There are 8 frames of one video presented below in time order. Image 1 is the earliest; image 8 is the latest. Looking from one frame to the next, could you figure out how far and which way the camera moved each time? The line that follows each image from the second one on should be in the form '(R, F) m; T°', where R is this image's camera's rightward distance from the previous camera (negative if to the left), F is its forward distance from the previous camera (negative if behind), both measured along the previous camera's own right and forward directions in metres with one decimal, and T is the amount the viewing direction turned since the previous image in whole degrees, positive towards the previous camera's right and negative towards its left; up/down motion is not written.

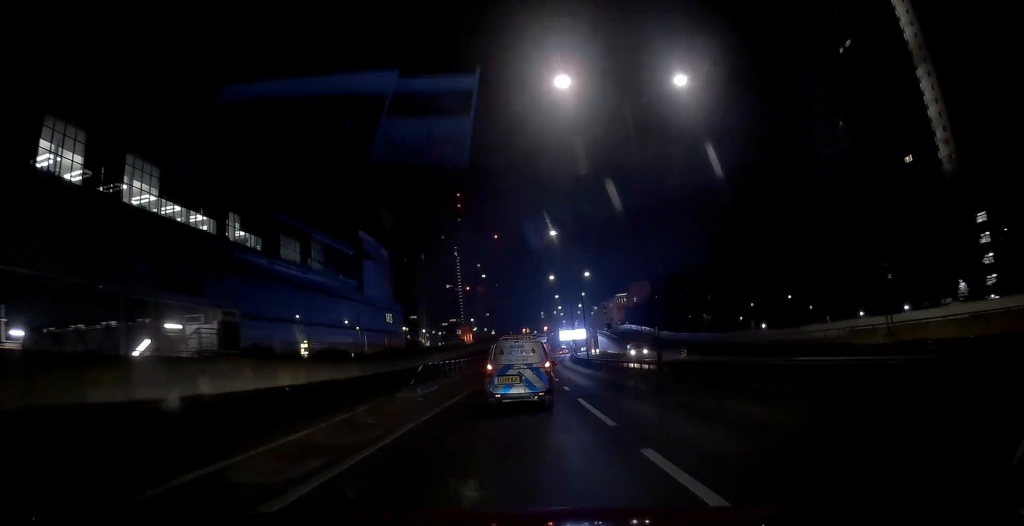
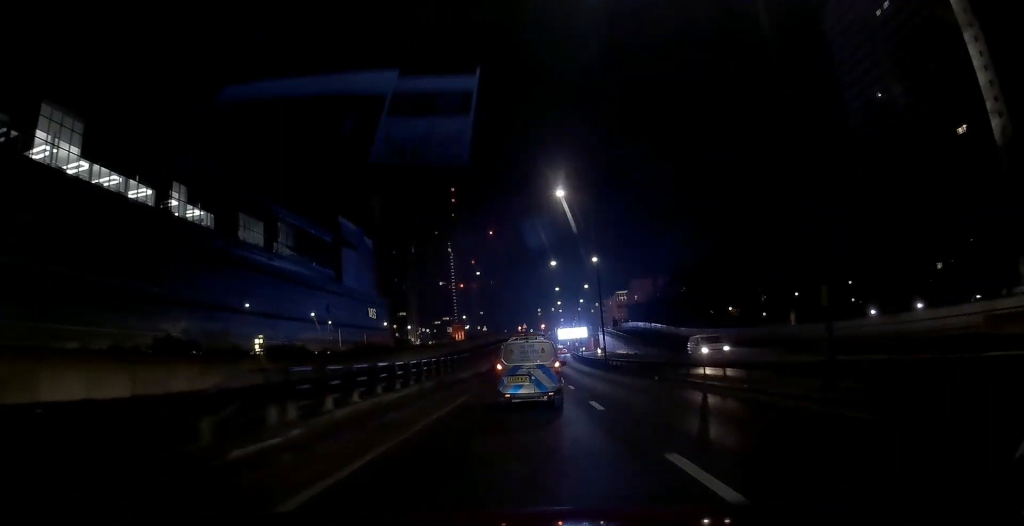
(0.0, +17.6) m; 0°
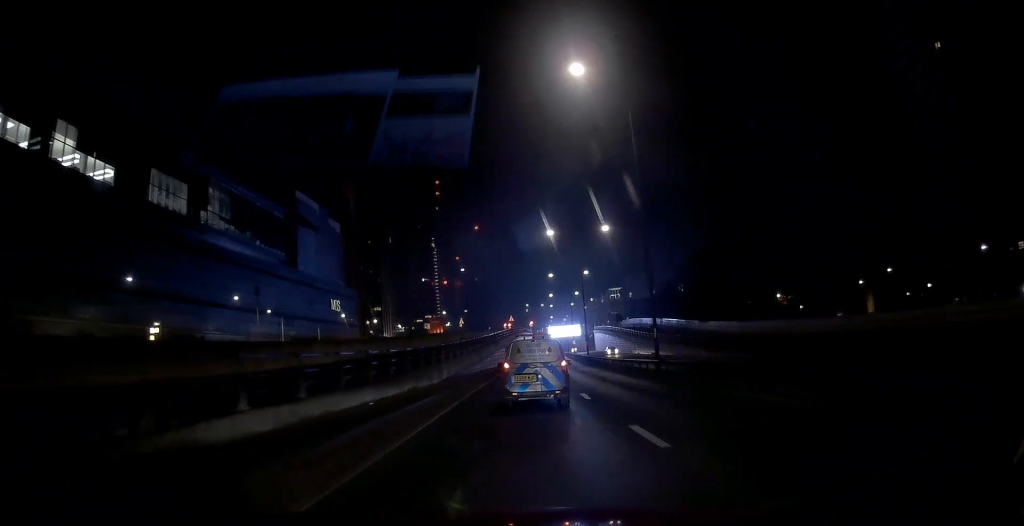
(+0.1, +24.2) m; +1°
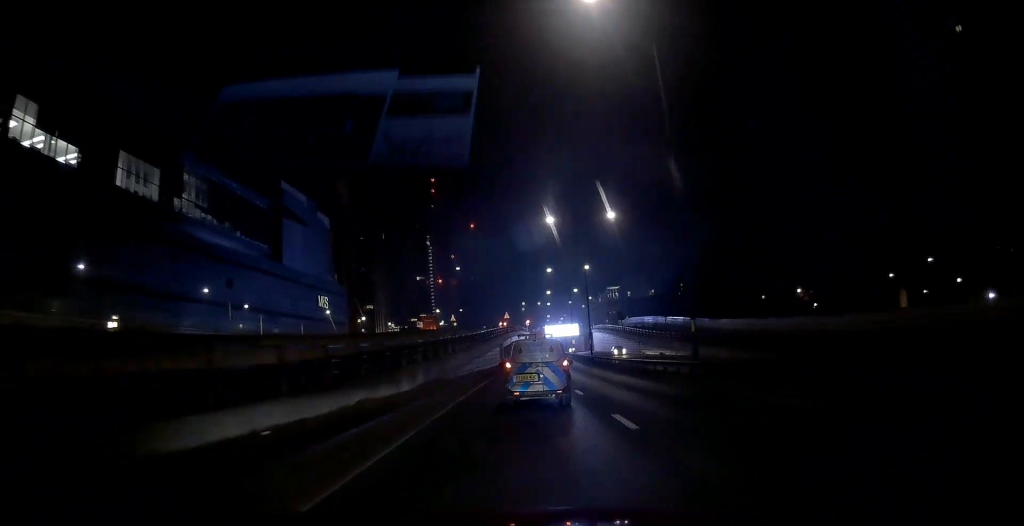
(0.0, +7.1) m; 0°
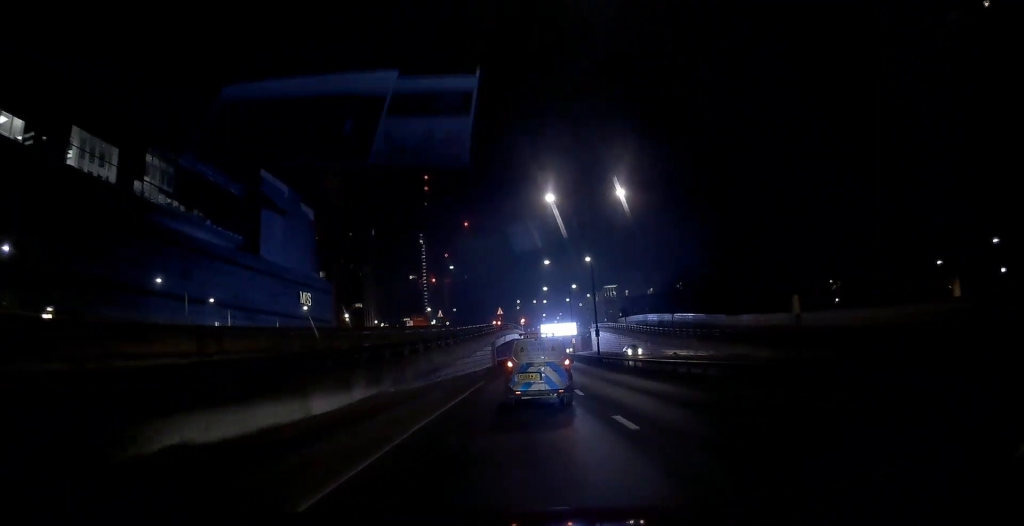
(+0.1, +9.2) m; +1°
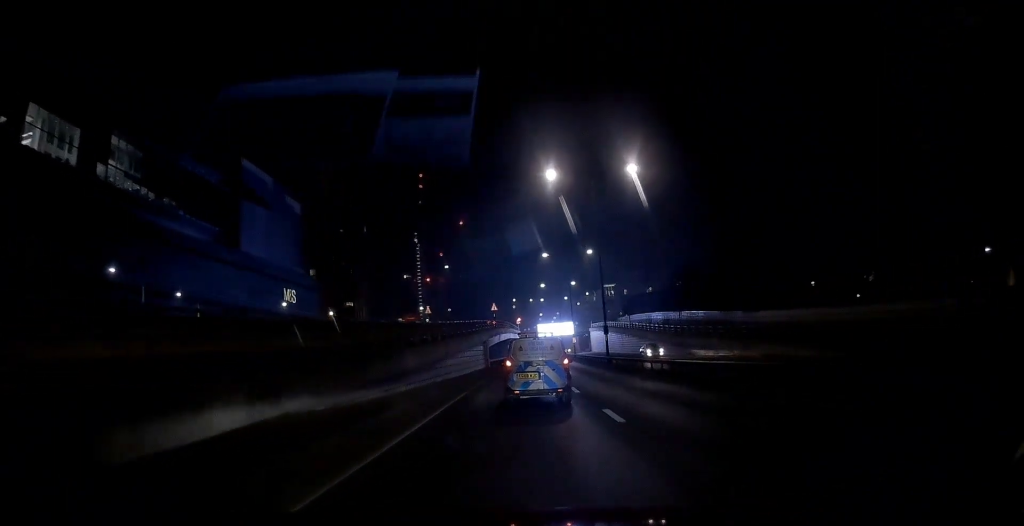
(0.0, +7.6) m; 0°
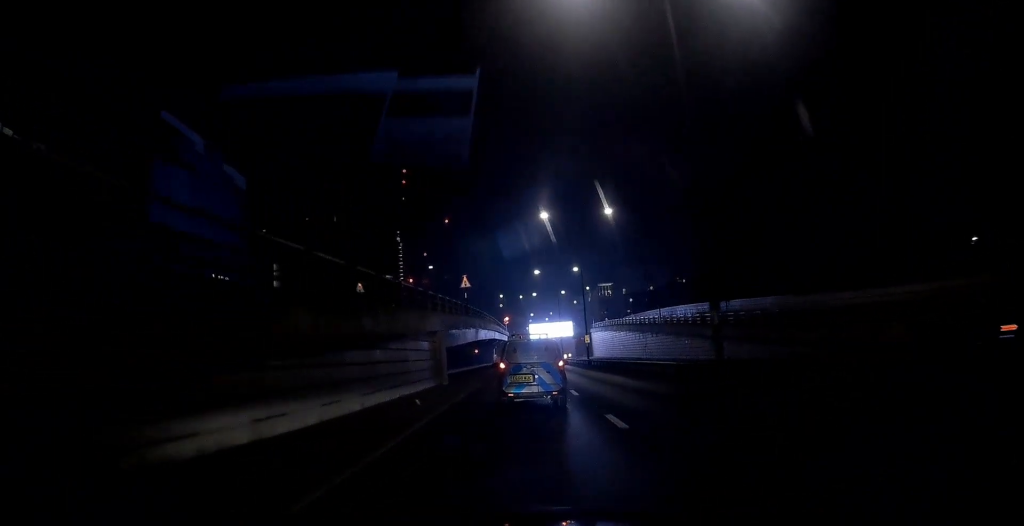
(+0.1, +28.1) m; +1°
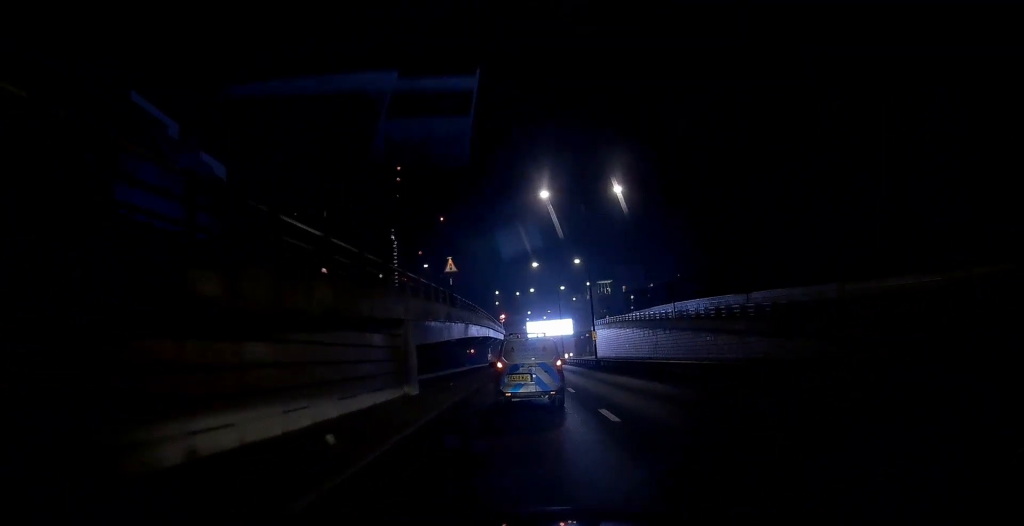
(+0.1, +8.1) m; 0°
